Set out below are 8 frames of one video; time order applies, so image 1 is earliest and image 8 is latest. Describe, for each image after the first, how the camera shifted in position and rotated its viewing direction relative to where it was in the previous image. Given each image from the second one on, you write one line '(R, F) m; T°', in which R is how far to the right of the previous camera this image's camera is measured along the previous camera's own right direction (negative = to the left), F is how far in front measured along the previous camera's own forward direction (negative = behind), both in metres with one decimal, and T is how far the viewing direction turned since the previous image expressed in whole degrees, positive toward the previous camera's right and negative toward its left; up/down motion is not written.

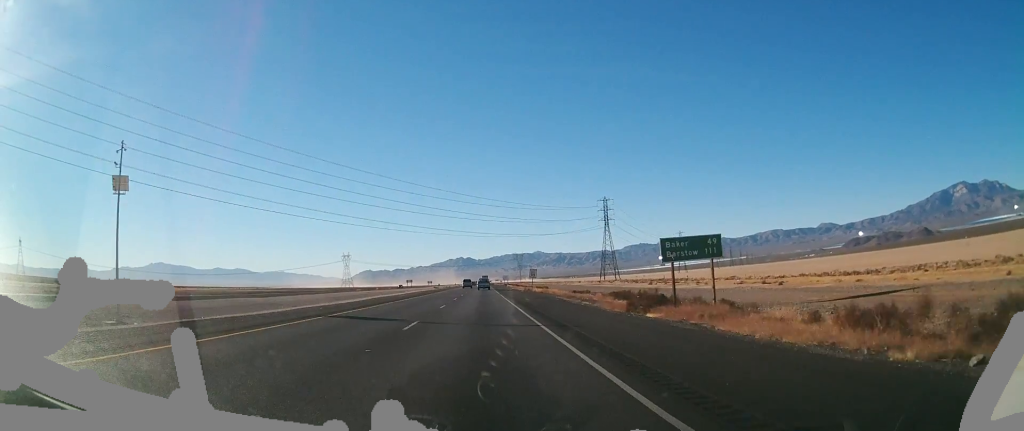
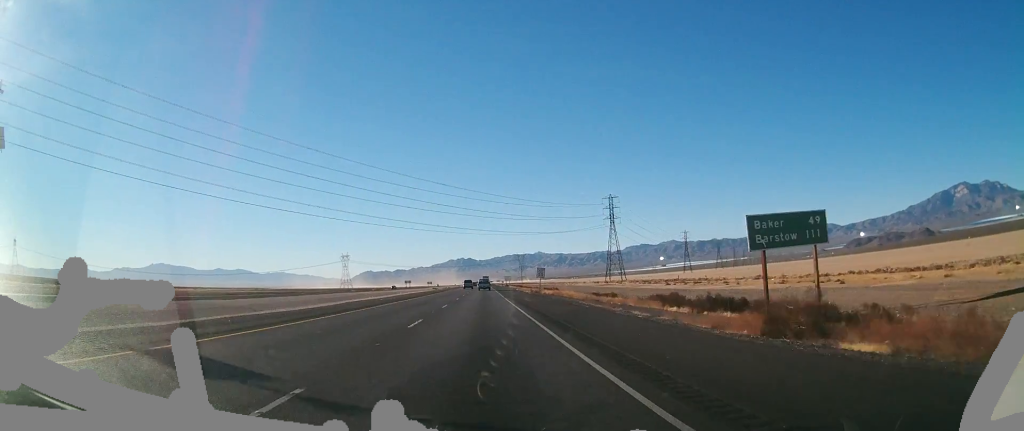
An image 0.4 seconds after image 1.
(0.0, +13.3) m; 0°
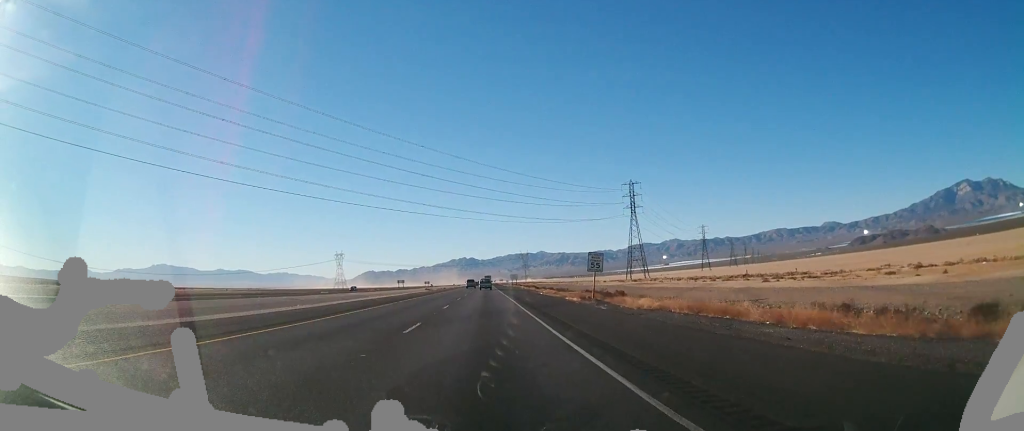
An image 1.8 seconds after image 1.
(-0.2, +45.6) m; 0°
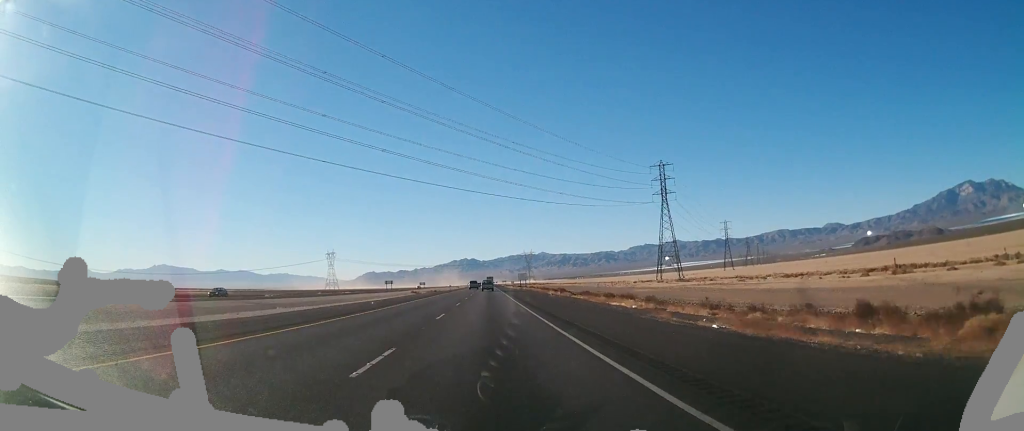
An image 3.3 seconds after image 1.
(+0.1, +51.1) m; 0°
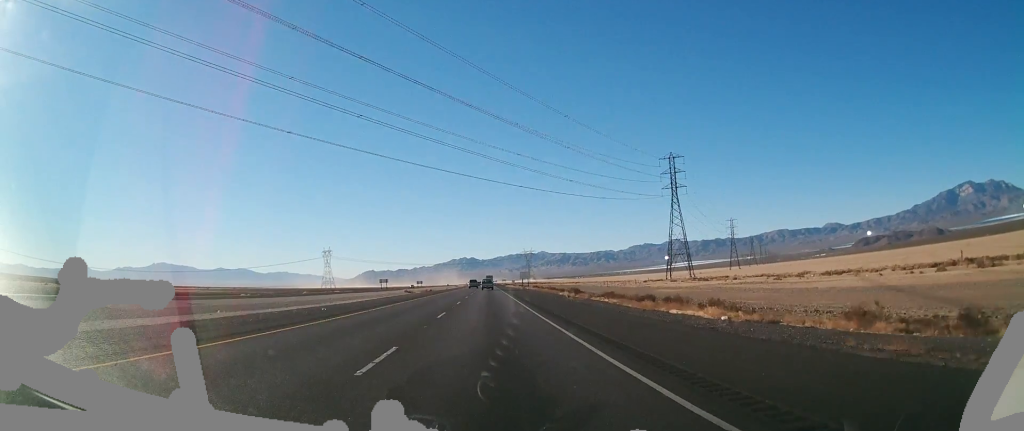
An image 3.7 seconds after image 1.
(0.0, +14.5) m; 0°
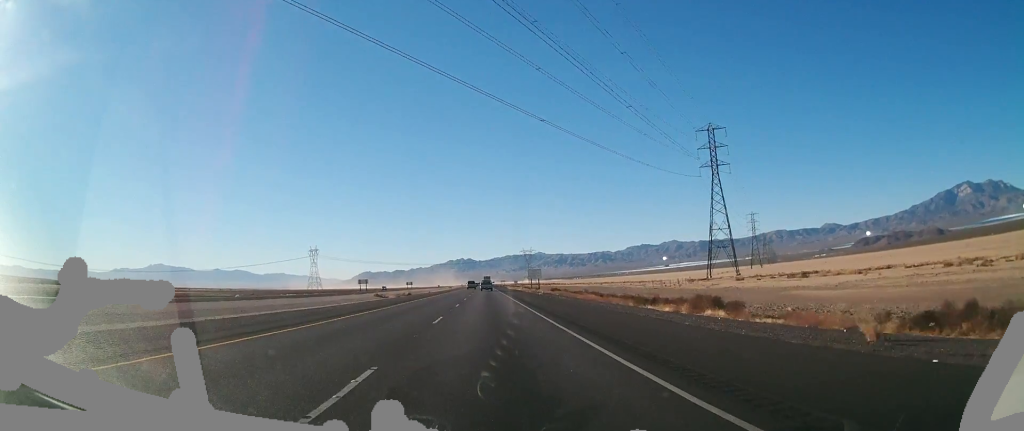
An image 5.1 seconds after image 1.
(+0.1, +46.7) m; 0°
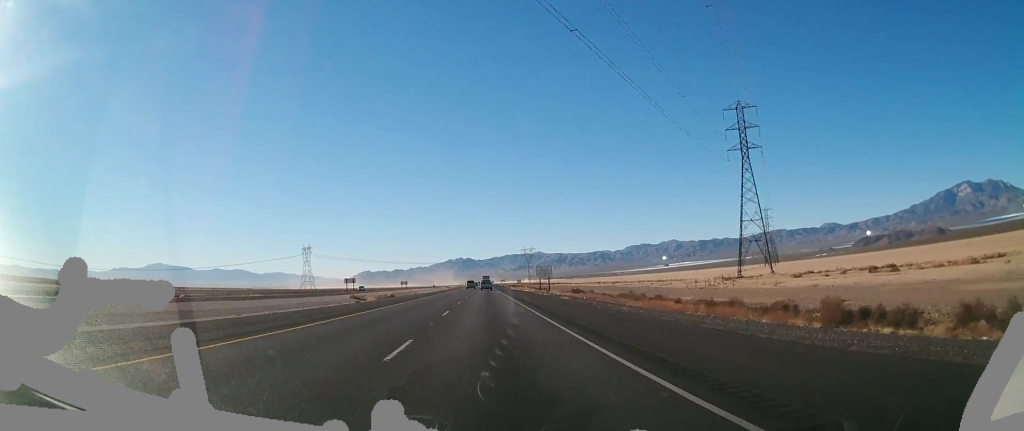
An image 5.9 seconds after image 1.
(0.0, +24.4) m; 0°
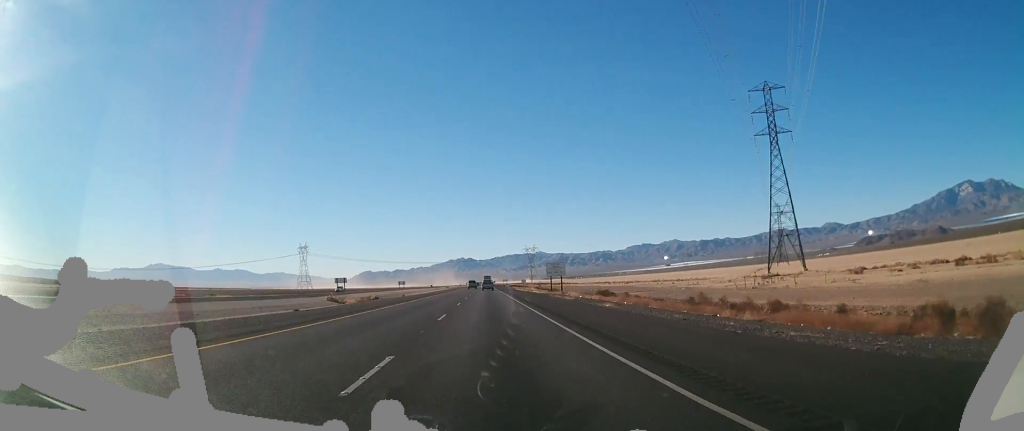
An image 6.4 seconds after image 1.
(0.0, +17.8) m; 0°
